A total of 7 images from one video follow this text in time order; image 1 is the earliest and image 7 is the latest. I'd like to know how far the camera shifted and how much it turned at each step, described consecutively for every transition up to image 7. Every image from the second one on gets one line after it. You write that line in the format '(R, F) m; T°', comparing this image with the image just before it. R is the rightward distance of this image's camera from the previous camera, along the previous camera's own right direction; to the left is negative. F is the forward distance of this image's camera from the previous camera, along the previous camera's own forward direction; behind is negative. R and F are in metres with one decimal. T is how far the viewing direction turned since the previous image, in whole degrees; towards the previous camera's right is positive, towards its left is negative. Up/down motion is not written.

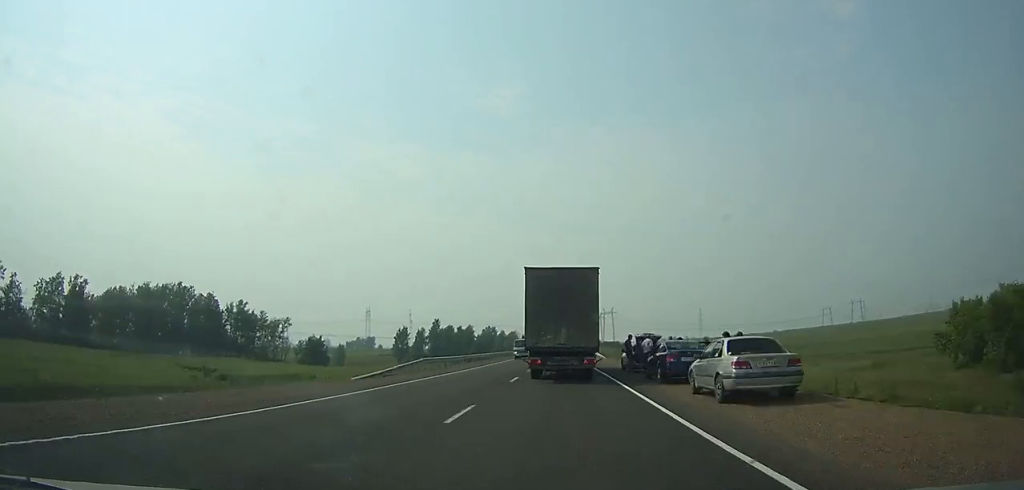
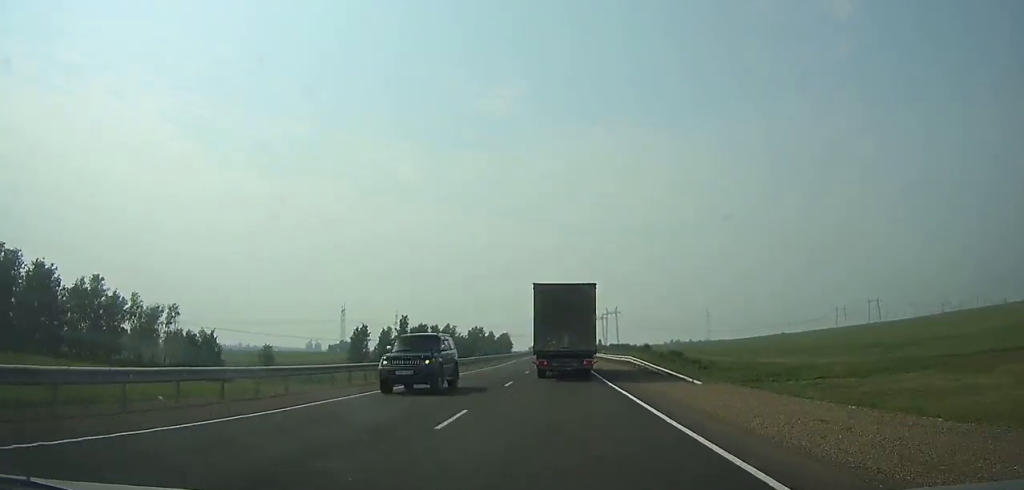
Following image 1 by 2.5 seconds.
(-0.1, +51.5) m; 0°
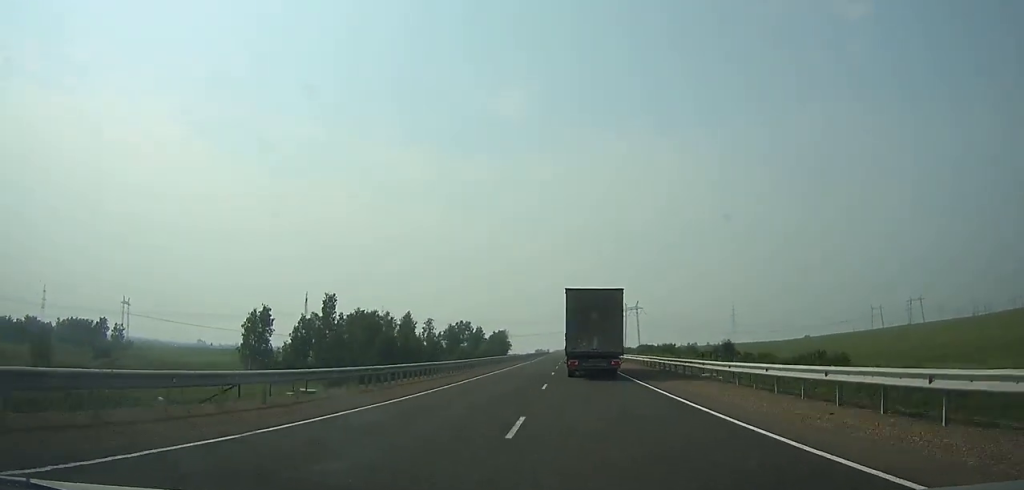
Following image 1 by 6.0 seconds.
(-0.2, +74.1) m; 0°
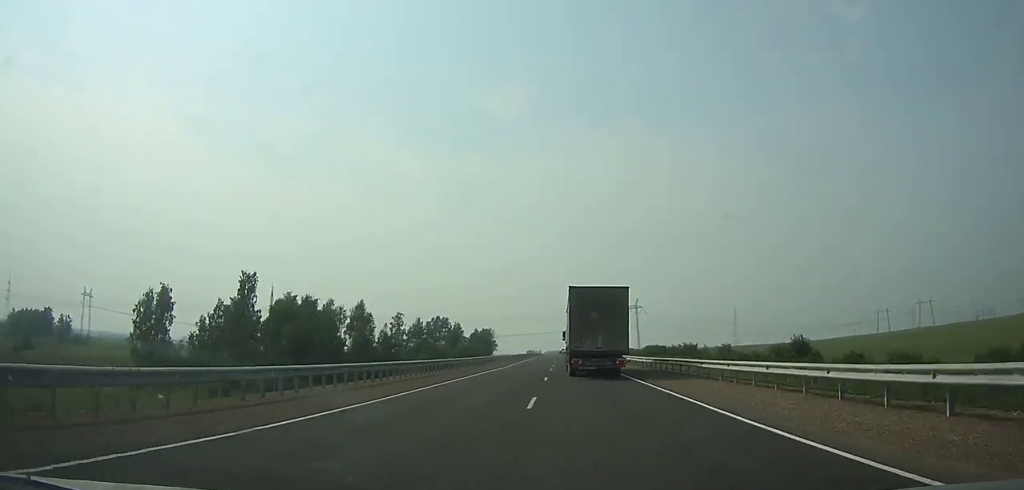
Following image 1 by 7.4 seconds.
(-0.1, +30.7) m; 0°
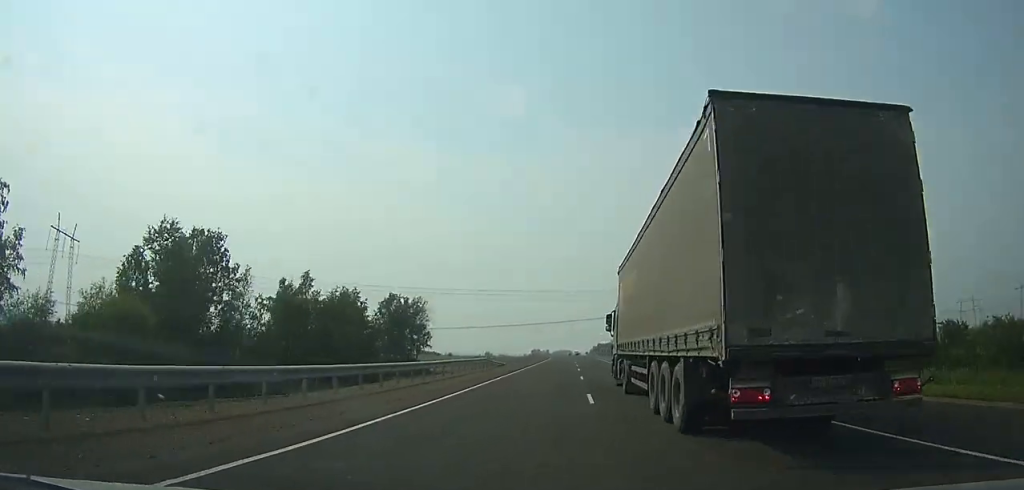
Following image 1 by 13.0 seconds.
(-0.1, +145.3) m; 0°
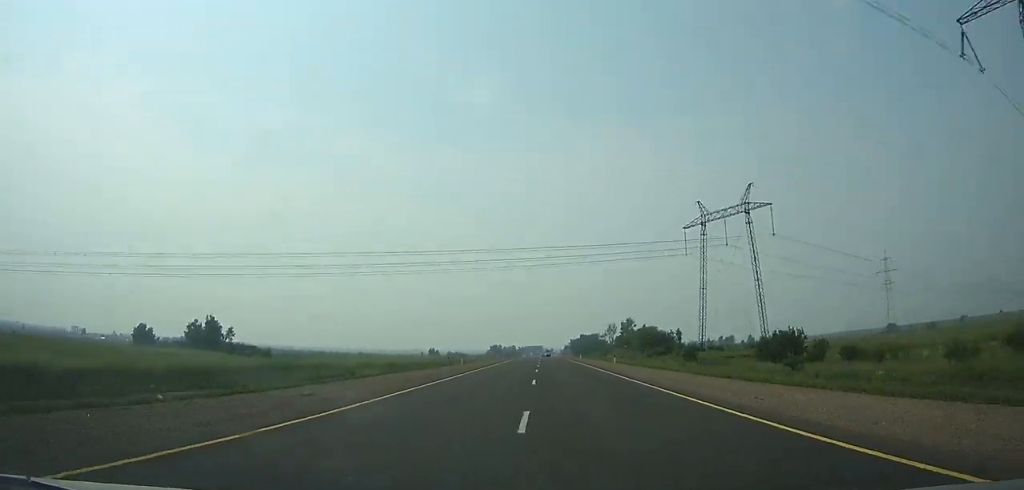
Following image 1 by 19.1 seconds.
(+2.4, +184.0) m; +1°
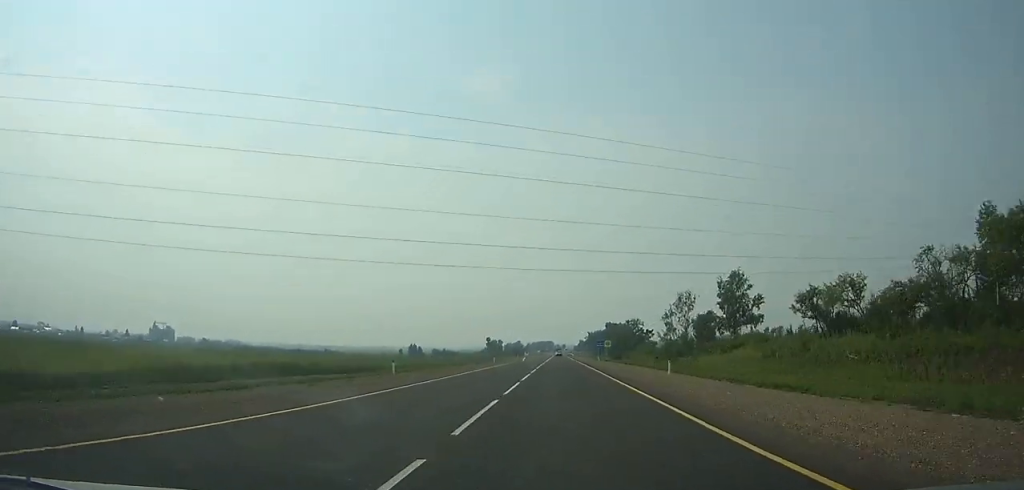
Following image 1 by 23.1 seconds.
(-0.4, +119.4) m; 0°
